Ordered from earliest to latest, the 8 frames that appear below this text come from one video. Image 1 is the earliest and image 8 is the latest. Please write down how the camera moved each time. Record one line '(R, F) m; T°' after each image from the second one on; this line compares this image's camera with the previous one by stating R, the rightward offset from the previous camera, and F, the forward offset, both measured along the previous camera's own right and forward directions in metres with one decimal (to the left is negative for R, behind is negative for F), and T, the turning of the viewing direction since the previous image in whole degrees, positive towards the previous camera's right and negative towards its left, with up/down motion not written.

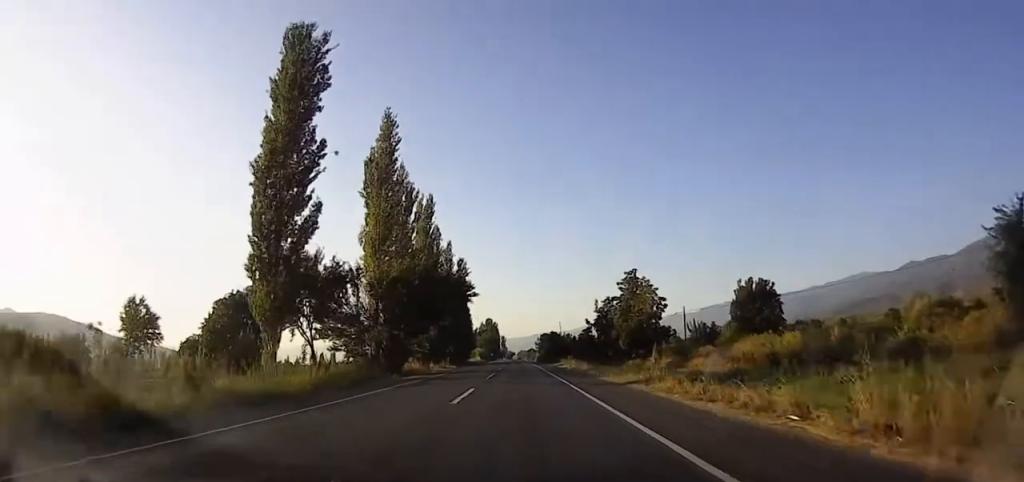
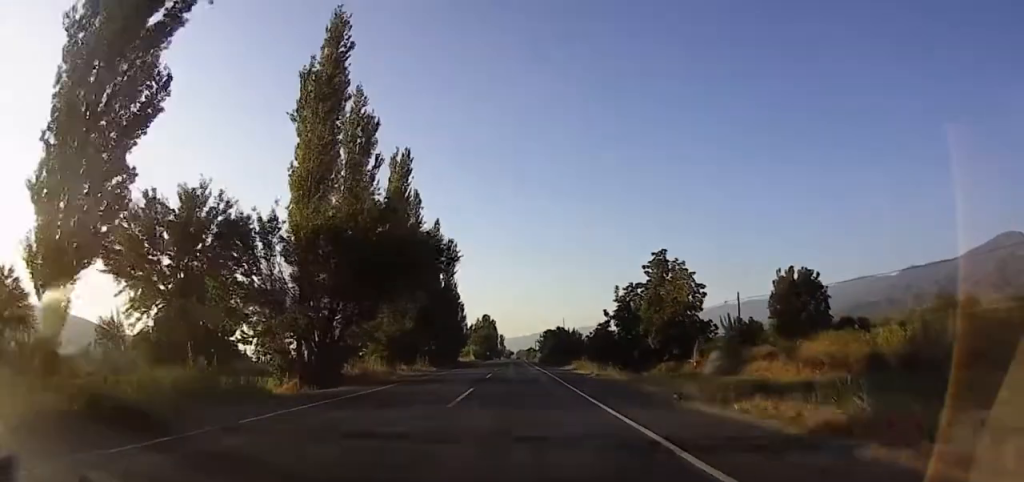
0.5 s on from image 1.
(-0.1, +15.5) m; 0°
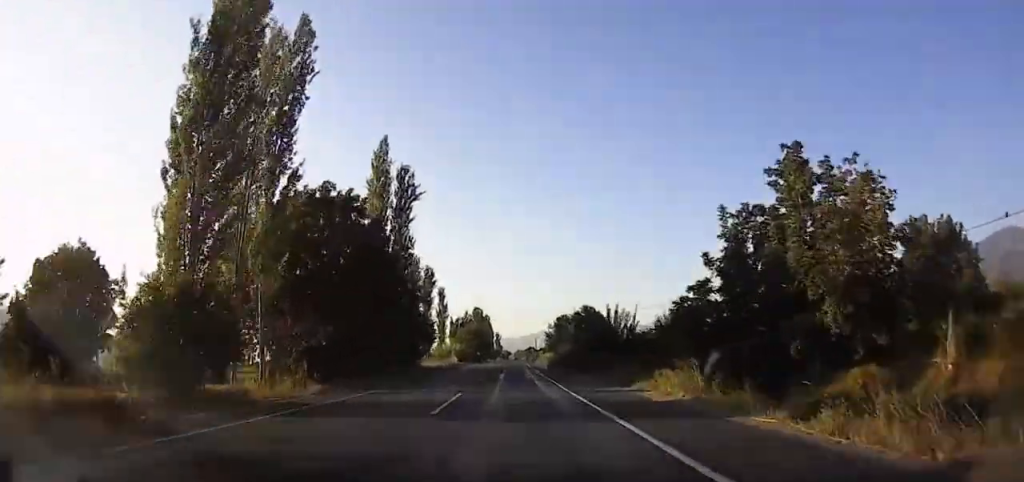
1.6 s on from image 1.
(+0.5, +31.8) m; +2°
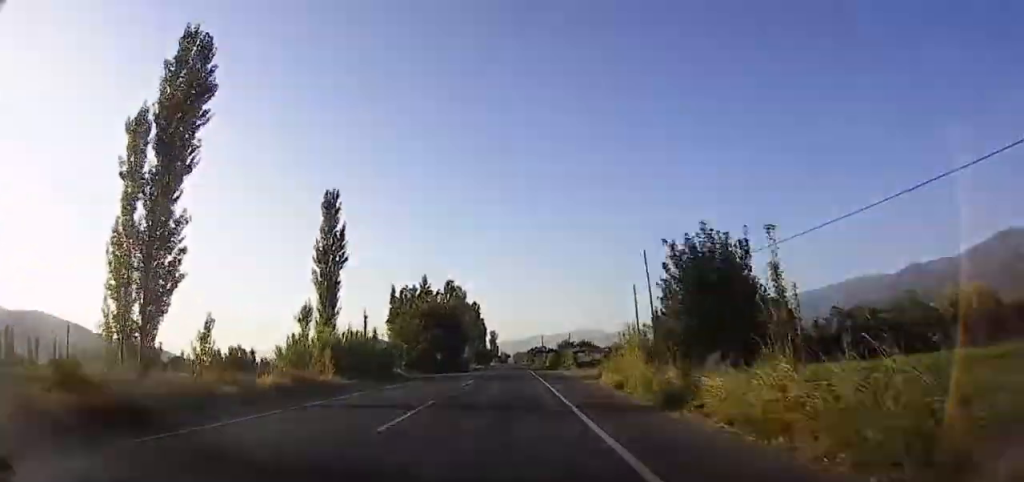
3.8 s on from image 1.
(-0.6, +62.2) m; -4°
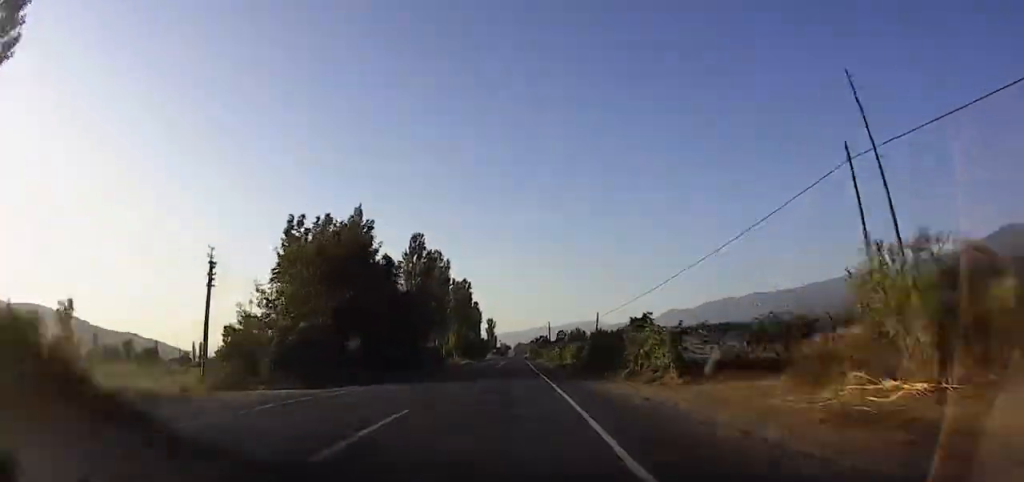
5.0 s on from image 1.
(-0.9, +32.7) m; 0°
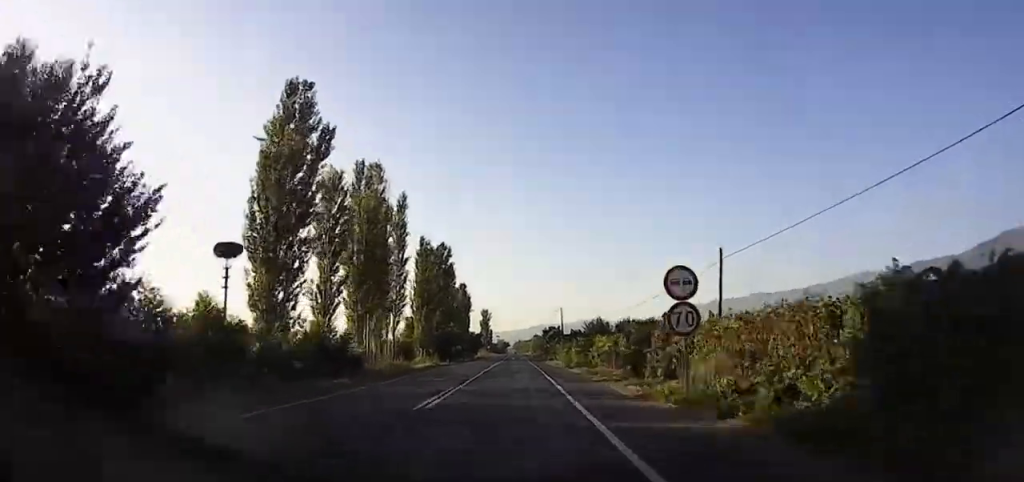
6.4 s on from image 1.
(+1.2, +37.8) m; +3°
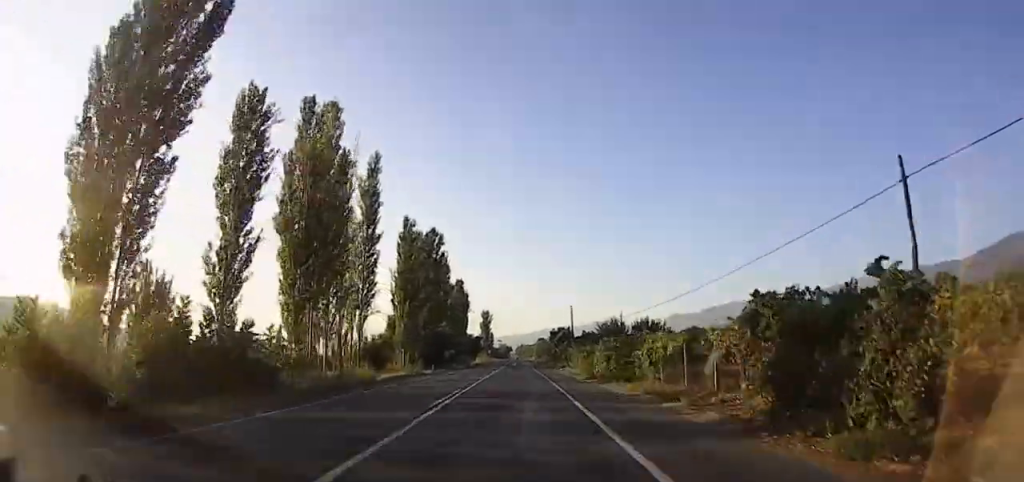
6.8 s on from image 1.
(0.0, +12.9) m; 0°
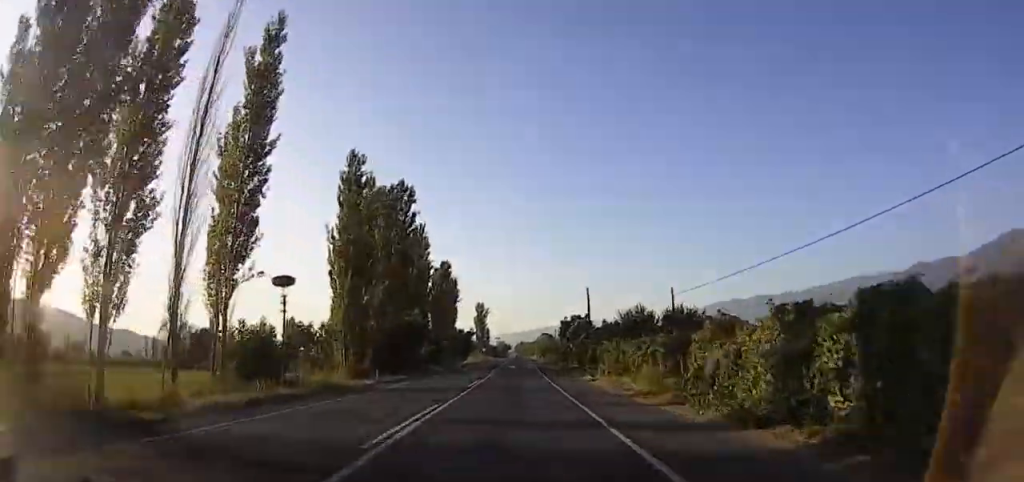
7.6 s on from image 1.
(0.0, +20.3) m; 0°
